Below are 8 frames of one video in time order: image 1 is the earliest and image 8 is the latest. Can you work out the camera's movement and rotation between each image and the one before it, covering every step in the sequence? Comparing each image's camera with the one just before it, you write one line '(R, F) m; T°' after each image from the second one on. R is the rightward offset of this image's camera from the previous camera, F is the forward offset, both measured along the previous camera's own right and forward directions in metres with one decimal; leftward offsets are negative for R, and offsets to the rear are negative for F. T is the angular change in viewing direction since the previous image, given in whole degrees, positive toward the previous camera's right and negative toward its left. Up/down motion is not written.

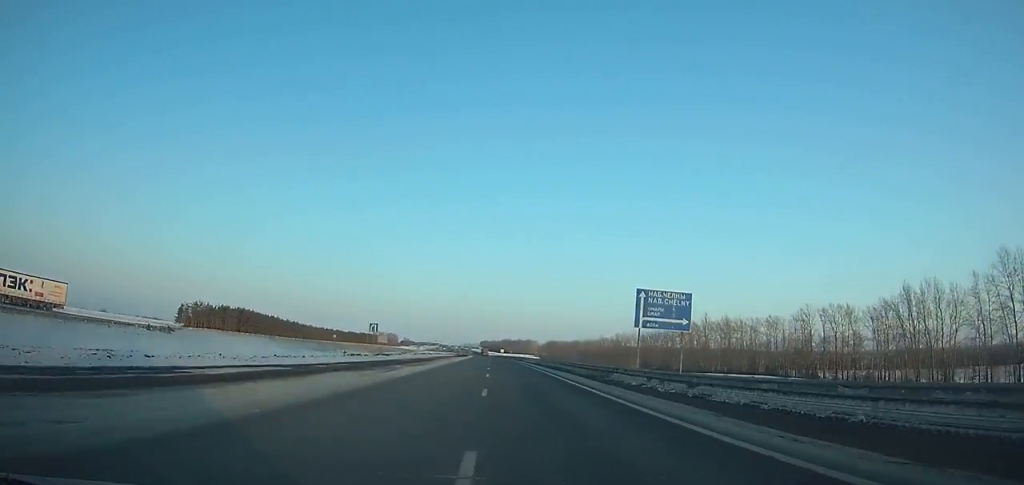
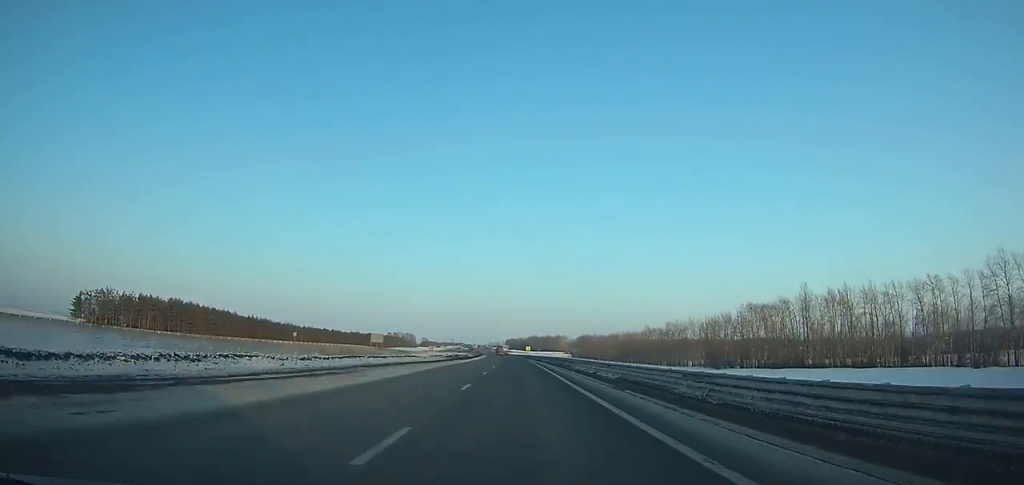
(-0.9, +57.6) m; -2°
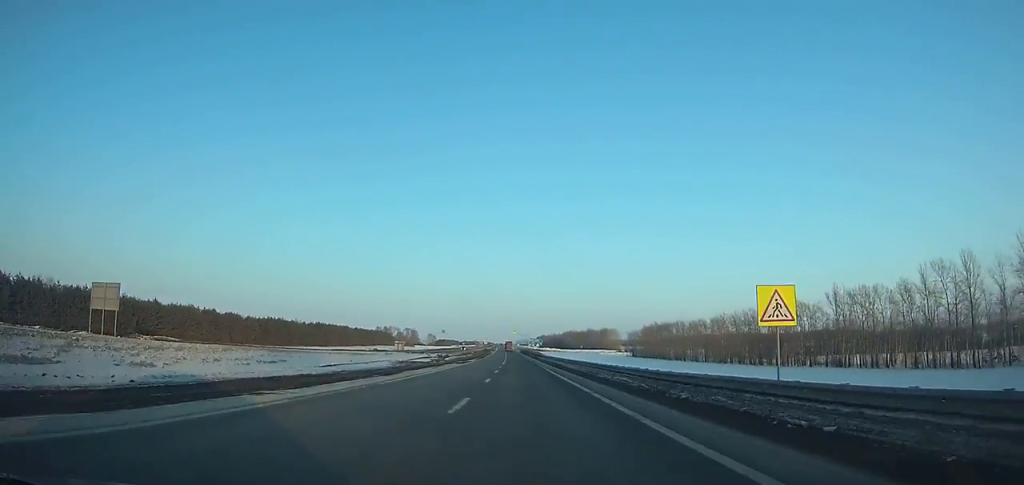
(-5.1, +163.0) m; -3°
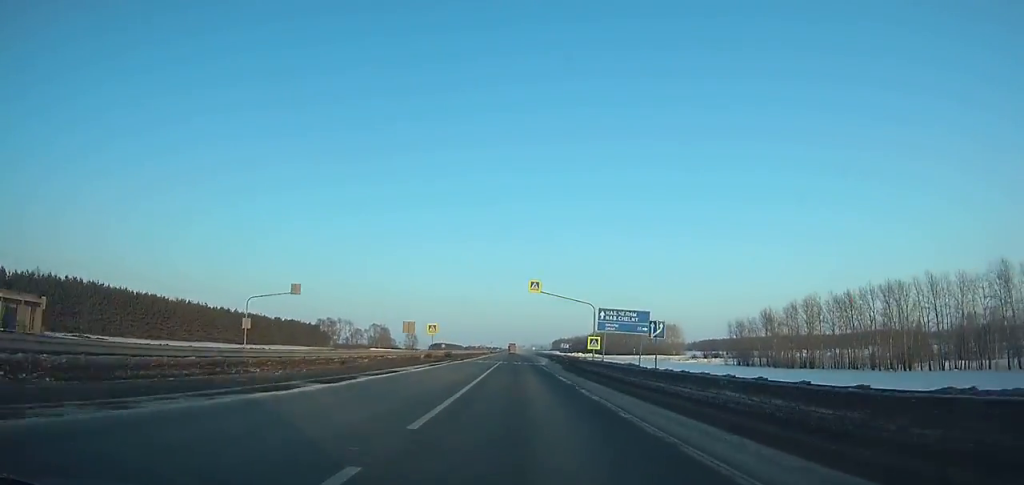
(-1.8, +160.3) m; -1°
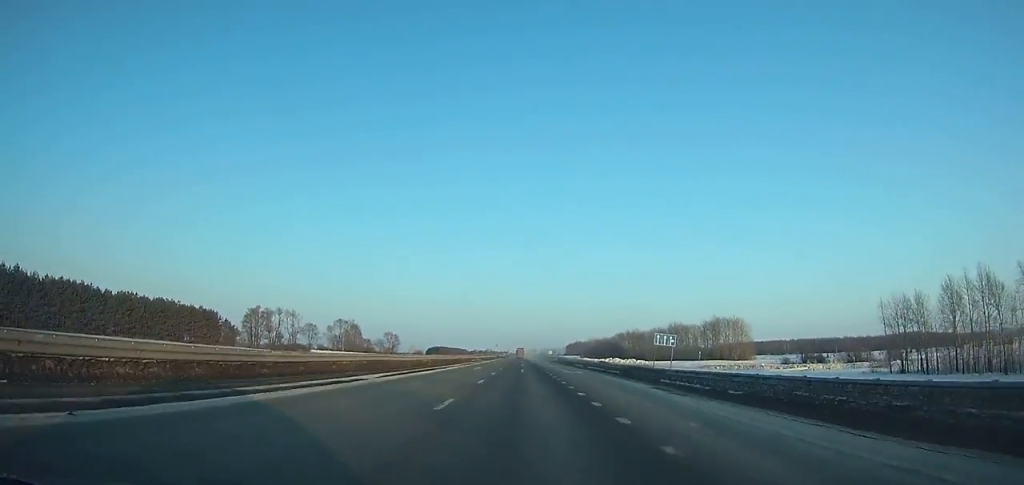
(-0.4, +89.3) m; 0°
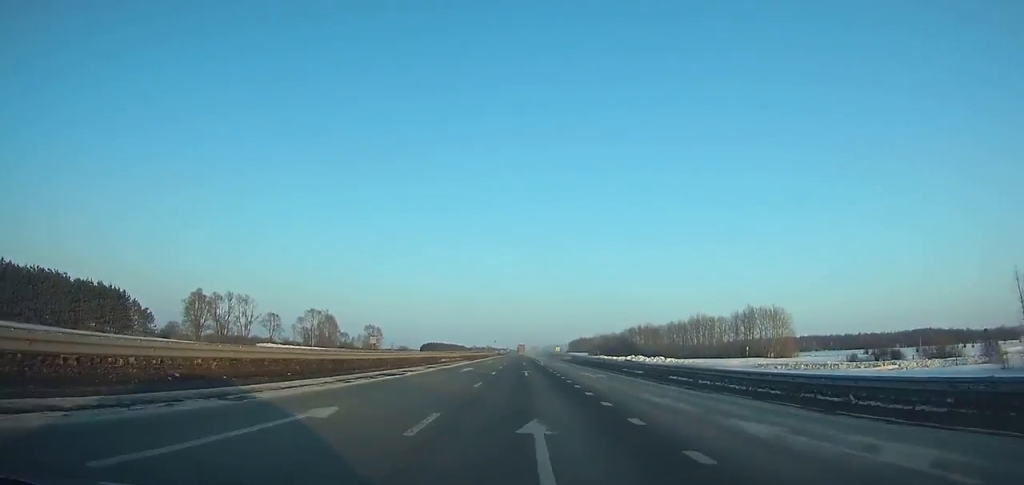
(0.0, +40.6) m; 0°
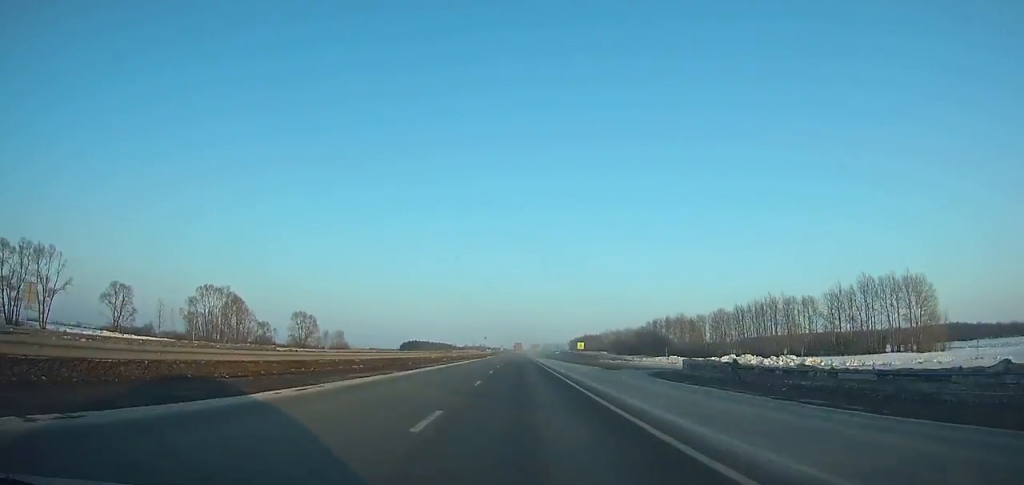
(0.0, +84.6) m; 0°
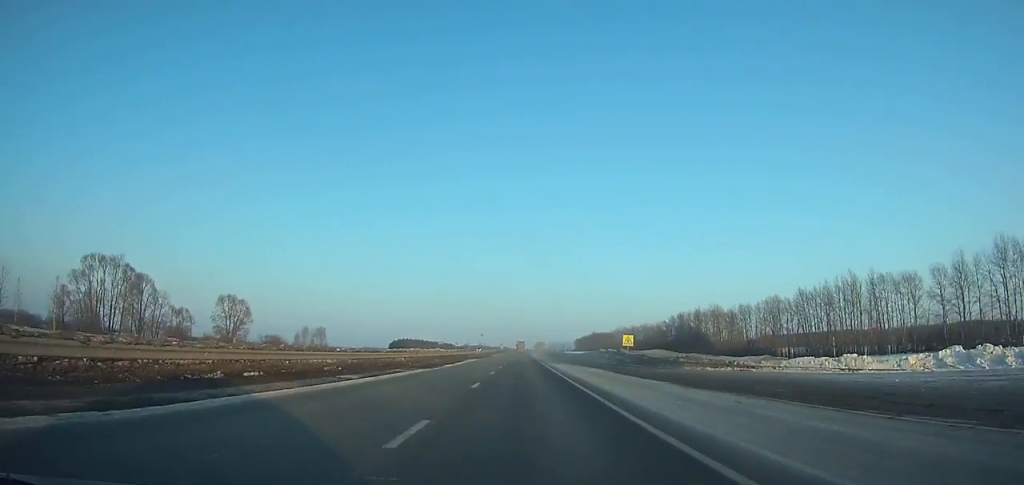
(0.0, +49.8) m; 0°
